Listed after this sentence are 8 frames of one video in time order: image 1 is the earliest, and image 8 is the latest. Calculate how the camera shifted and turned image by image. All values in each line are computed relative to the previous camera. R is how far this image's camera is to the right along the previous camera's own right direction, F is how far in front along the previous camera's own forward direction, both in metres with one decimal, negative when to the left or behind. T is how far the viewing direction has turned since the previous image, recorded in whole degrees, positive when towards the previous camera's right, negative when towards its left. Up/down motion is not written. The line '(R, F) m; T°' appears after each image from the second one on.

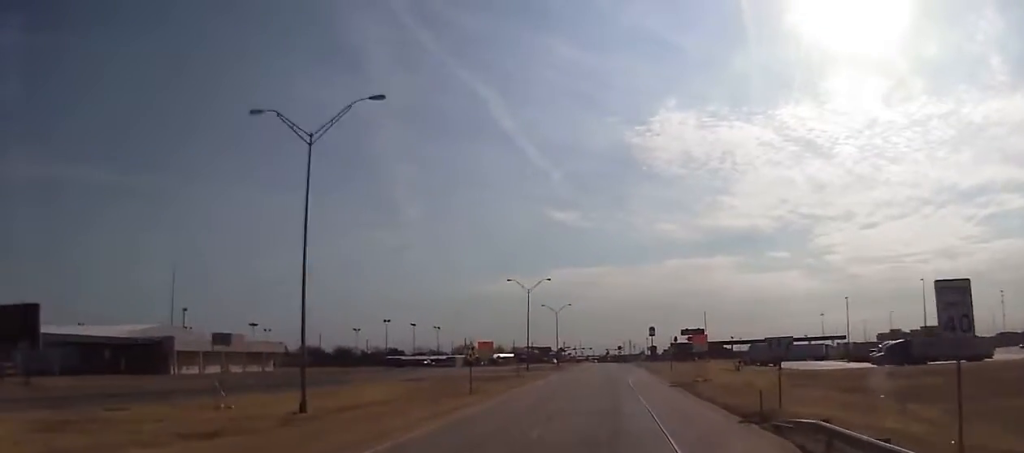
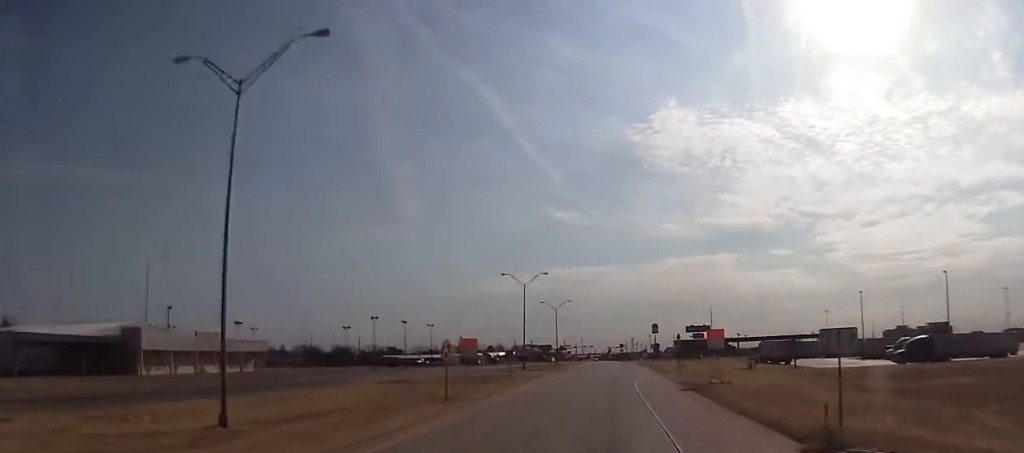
(-0.2, +7.5) m; -1°
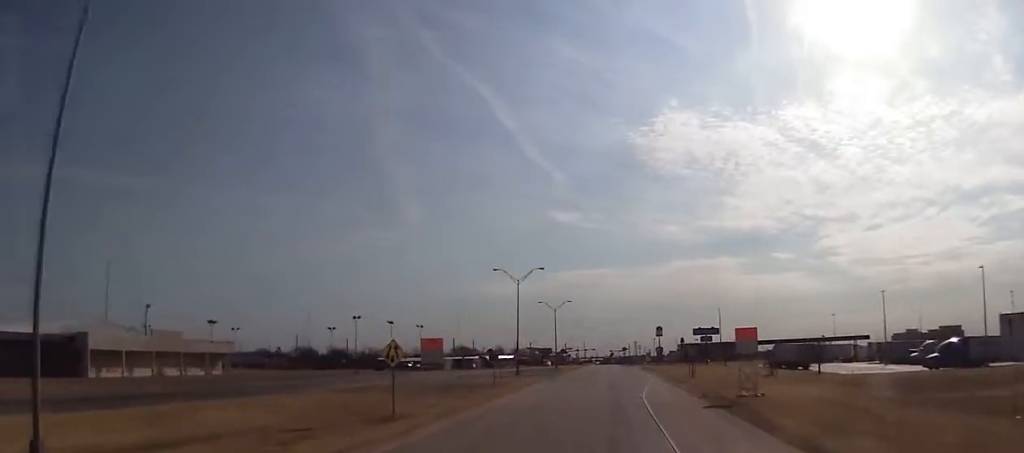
(-0.1, +10.3) m; 0°
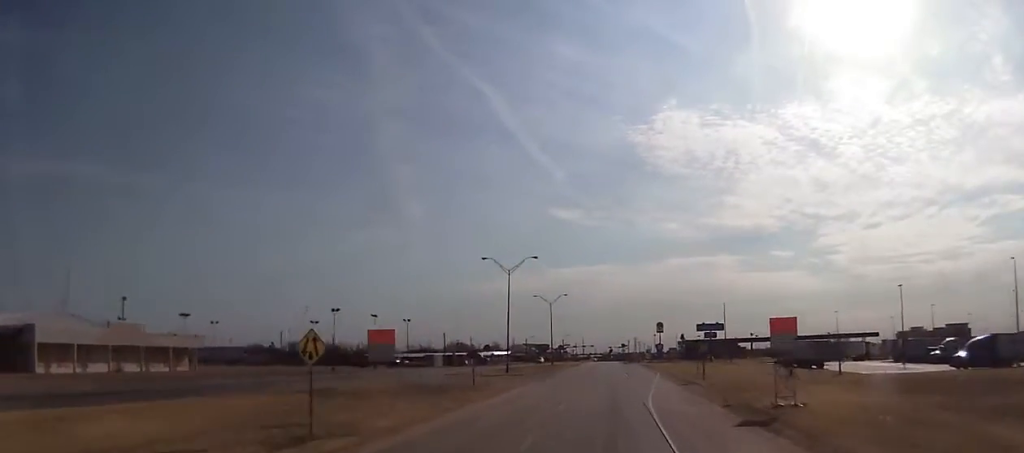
(+0.1, +8.5) m; 0°
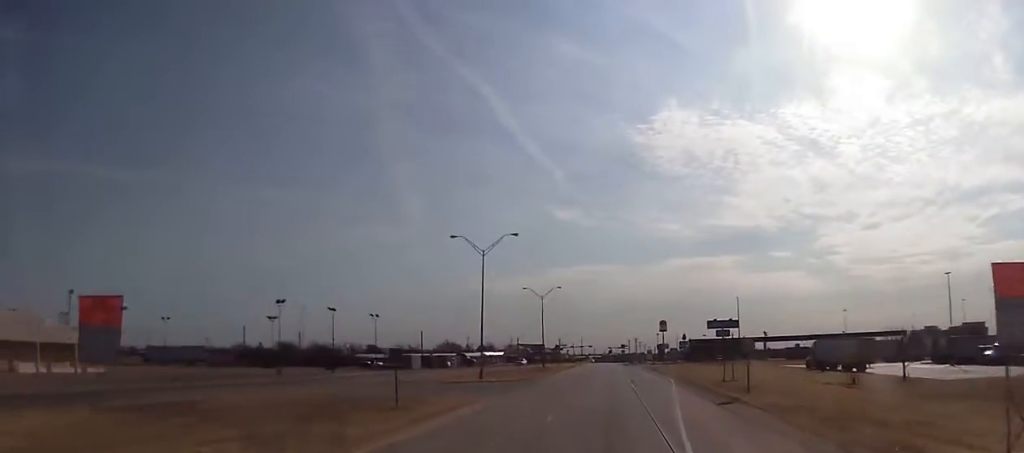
(0.0, +18.3) m; 0°
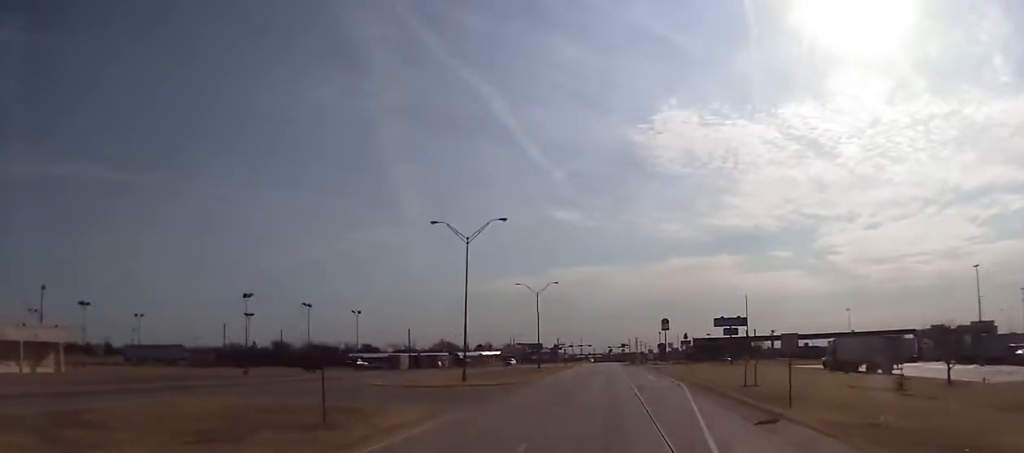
(0.0, +8.6) m; -1°
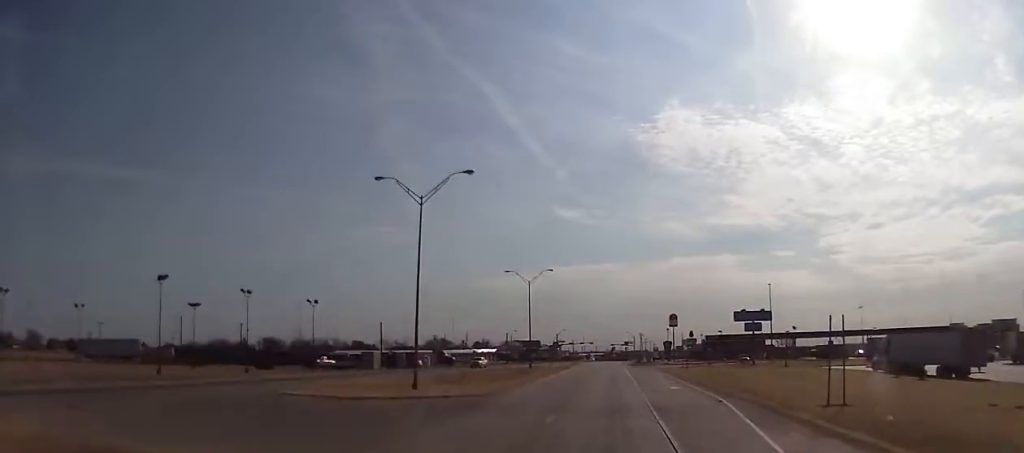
(-0.2, +17.5) m; -1°
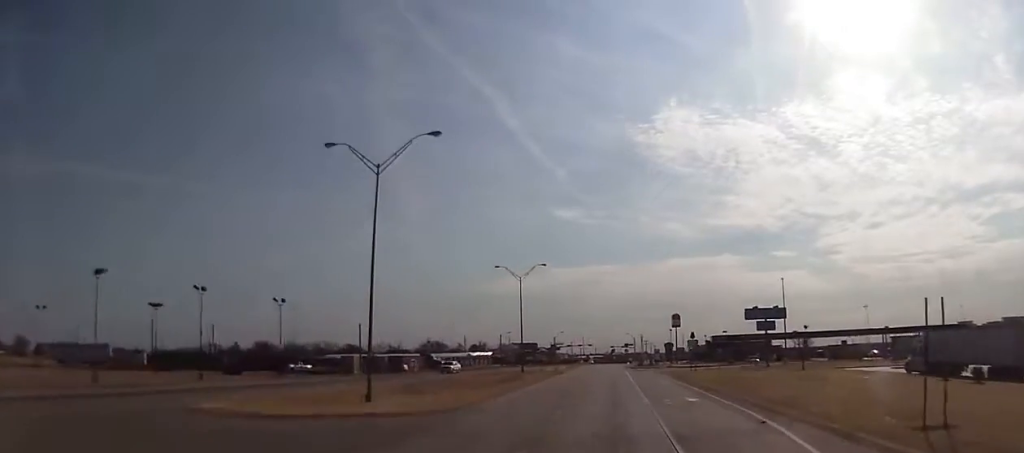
(-0.2, +9.4) m; 0°
